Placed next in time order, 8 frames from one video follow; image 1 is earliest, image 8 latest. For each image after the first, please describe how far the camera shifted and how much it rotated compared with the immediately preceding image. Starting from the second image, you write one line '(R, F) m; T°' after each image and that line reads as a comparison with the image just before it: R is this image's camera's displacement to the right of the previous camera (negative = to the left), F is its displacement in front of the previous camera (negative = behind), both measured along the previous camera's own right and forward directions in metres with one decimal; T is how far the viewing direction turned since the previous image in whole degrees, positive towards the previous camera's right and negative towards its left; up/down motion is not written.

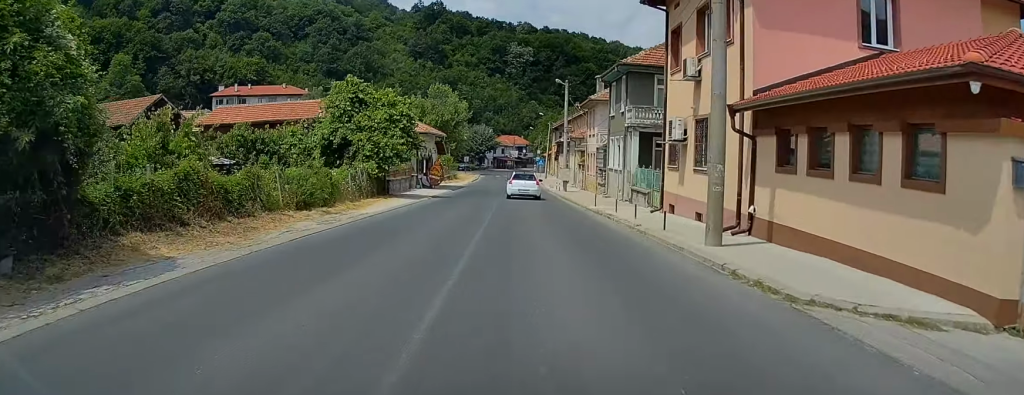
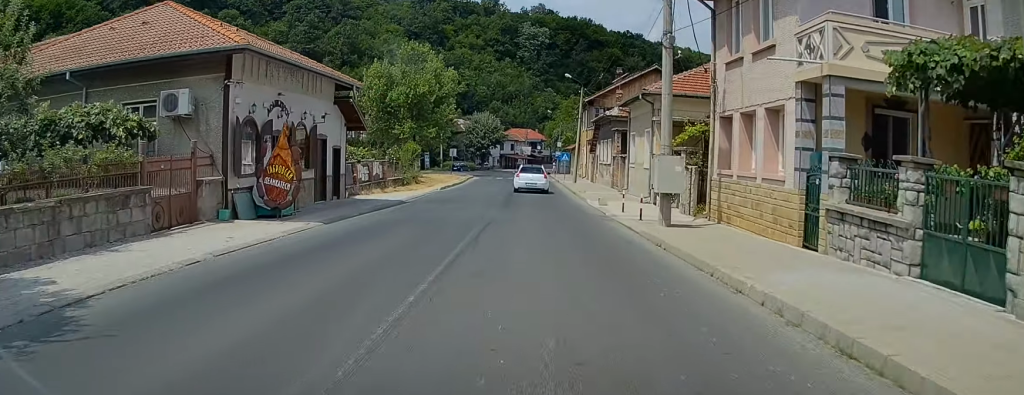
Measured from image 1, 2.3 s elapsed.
(-0.4, +35.0) m; -1°
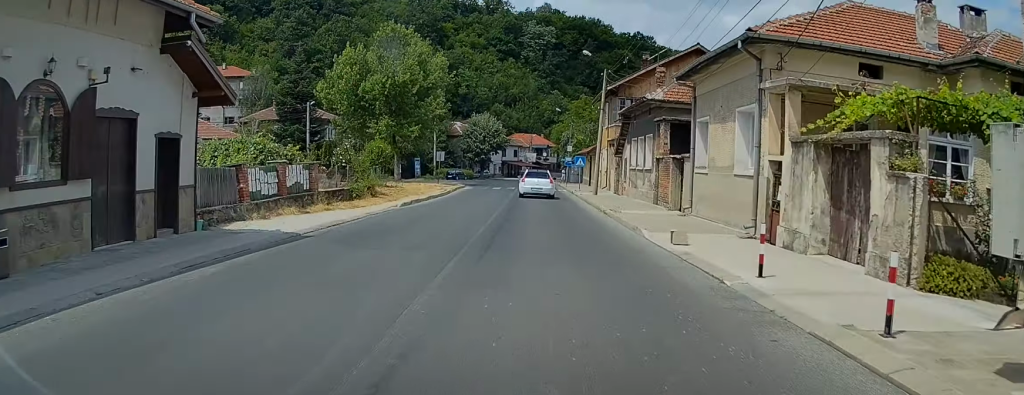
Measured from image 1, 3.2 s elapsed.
(+0.2, +13.5) m; 0°
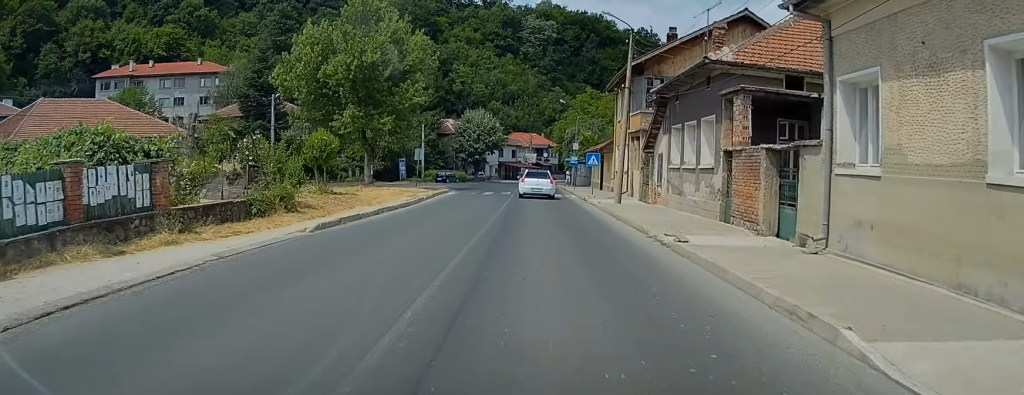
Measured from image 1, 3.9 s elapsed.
(+0.1, +10.8) m; 0°
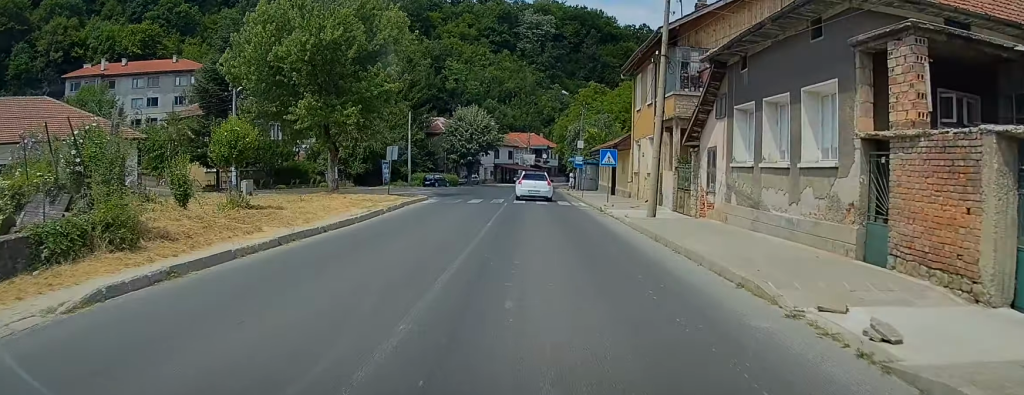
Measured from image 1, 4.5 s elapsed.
(-0.1, +8.7) m; -1°
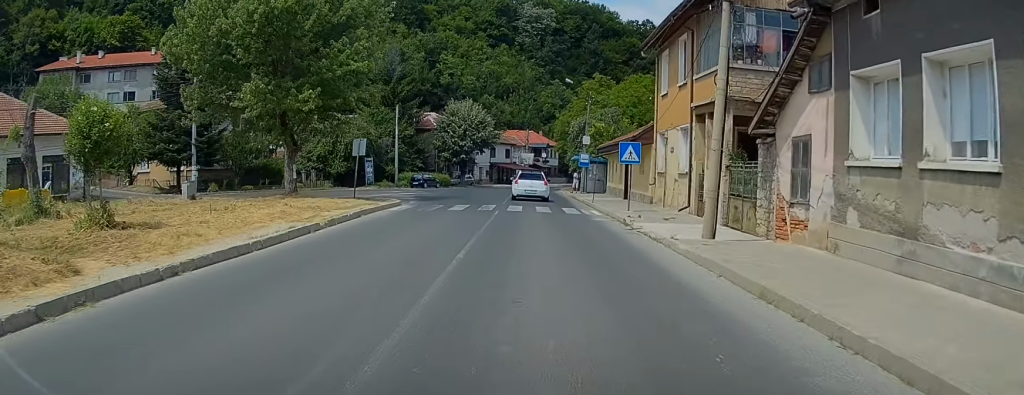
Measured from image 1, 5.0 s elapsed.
(0.0, +7.1) m; 0°
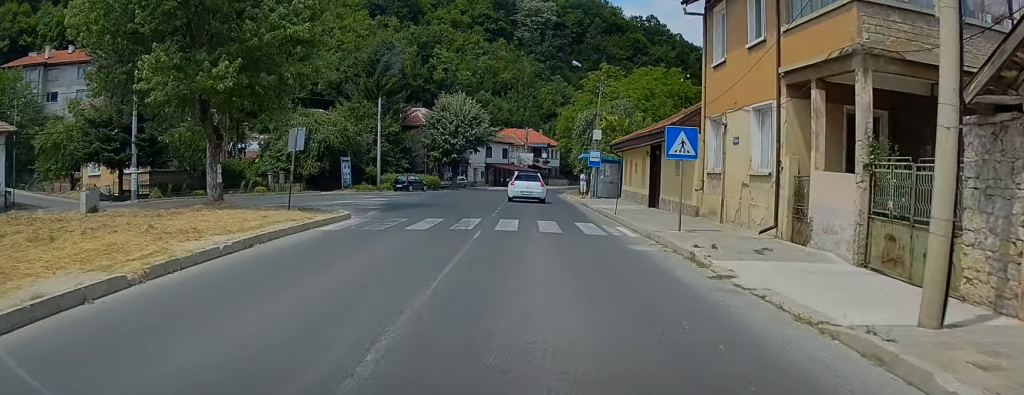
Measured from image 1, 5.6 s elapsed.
(0.0, +8.4) m; 0°
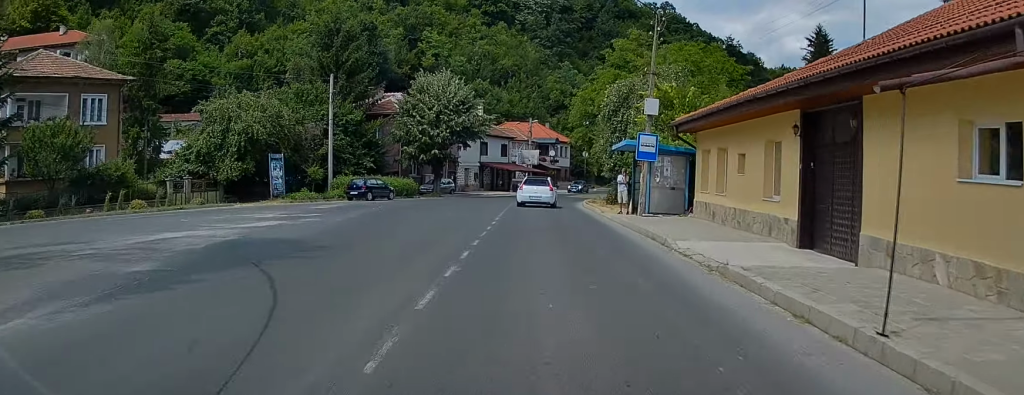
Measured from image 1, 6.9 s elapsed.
(+0.2, +17.4) m; +1°
